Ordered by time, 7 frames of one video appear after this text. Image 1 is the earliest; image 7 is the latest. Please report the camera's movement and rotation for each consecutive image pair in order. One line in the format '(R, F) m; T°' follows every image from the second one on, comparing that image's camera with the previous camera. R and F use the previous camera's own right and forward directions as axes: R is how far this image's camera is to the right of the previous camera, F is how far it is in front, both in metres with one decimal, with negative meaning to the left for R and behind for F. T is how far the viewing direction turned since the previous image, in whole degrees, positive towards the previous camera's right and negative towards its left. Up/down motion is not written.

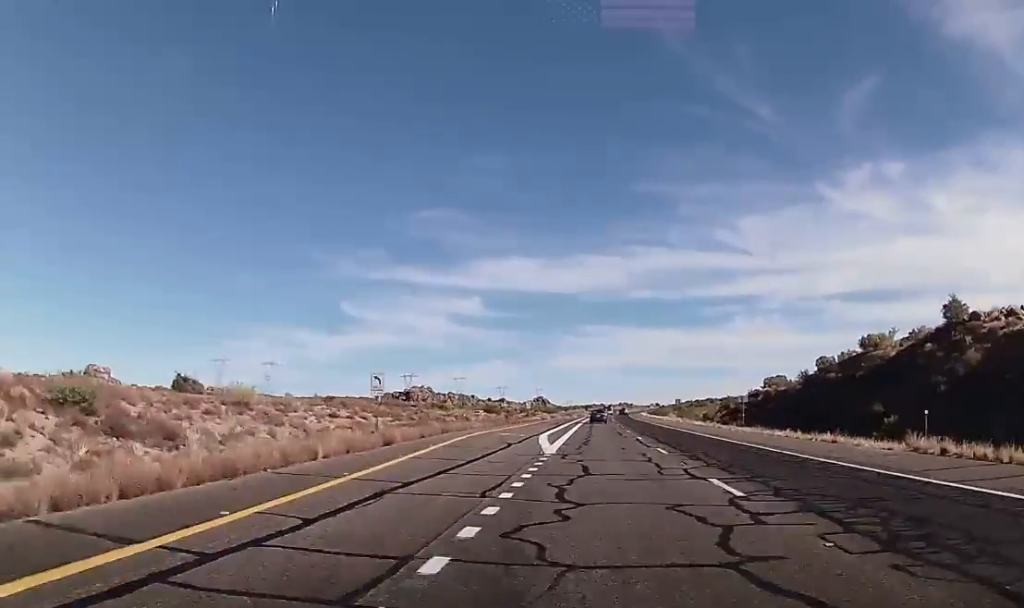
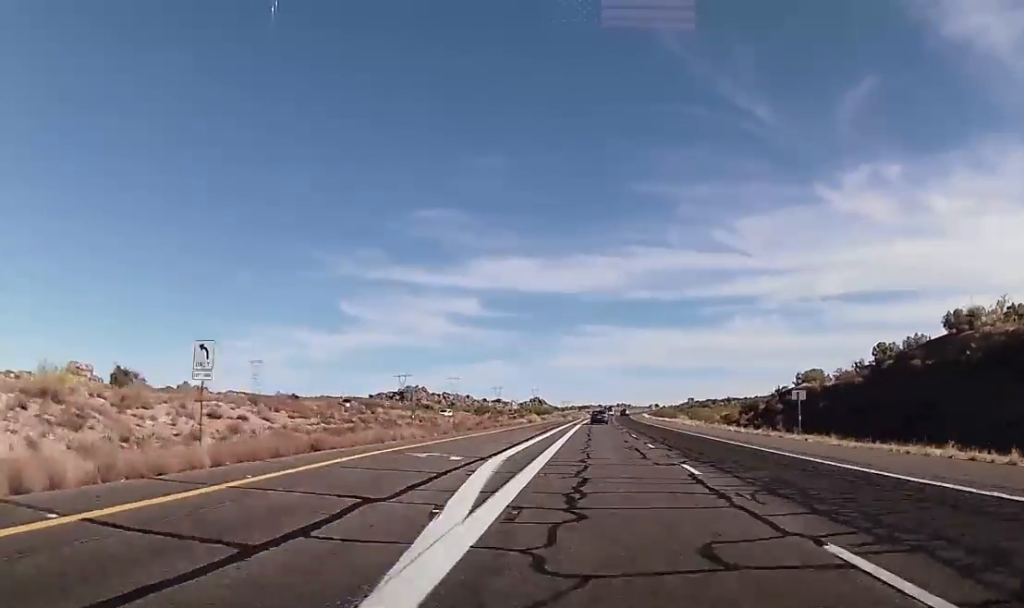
(+0.3, +20.0) m; 0°
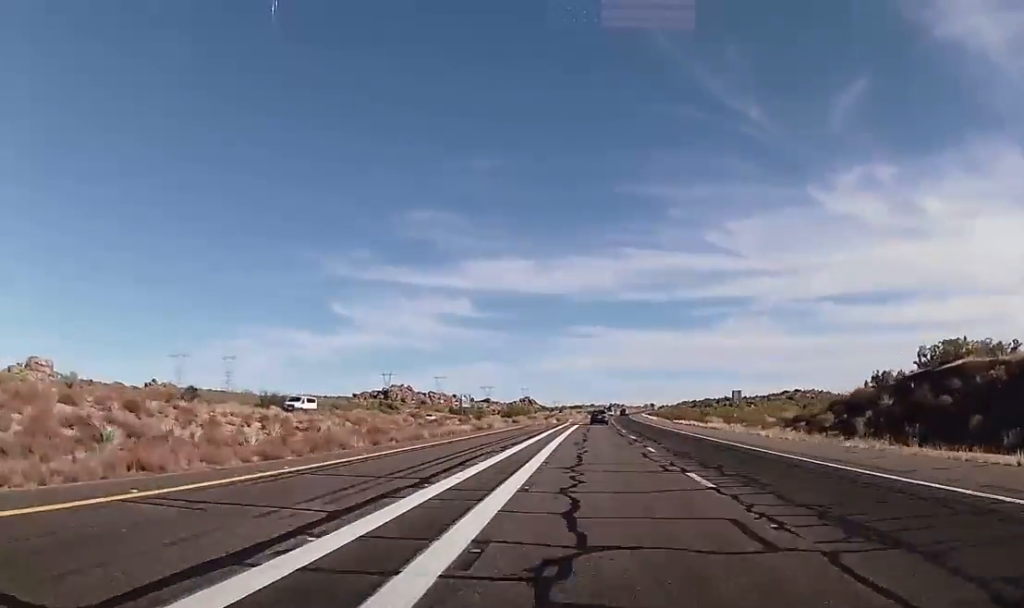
(+0.4, +39.7) m; +1°
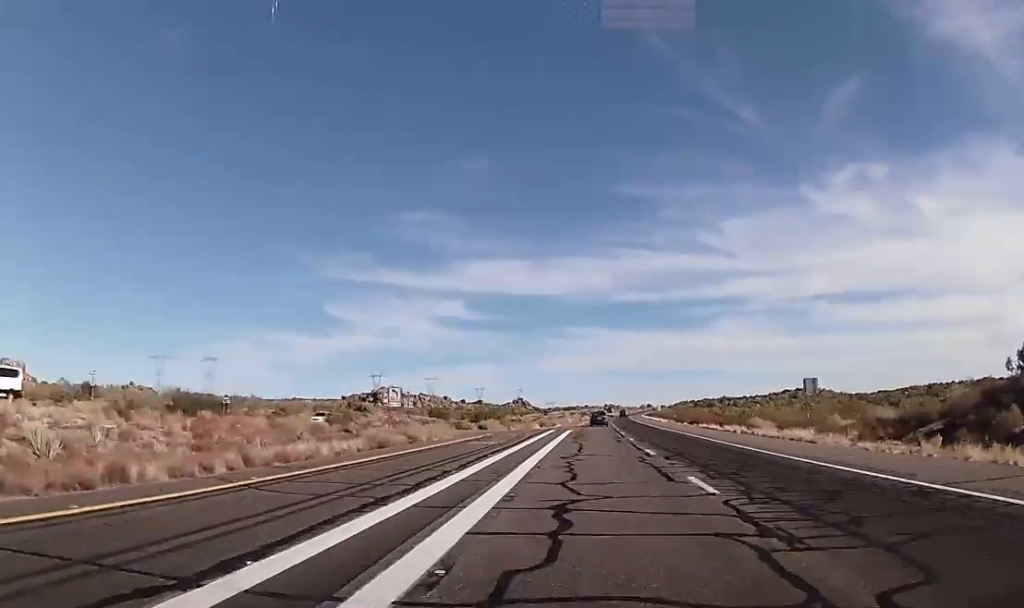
(0.0, +25.8) m; 0°
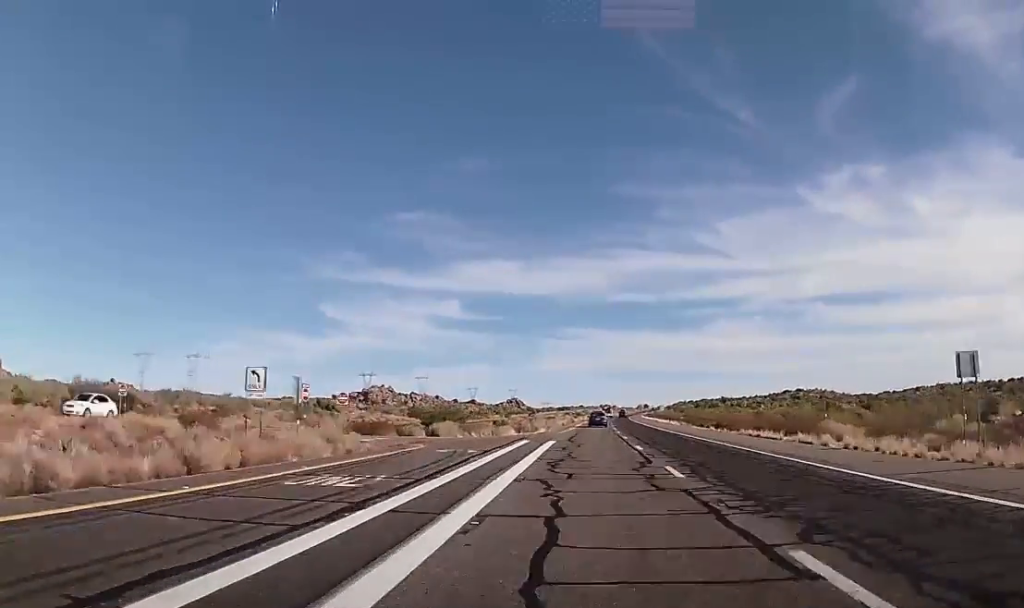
(0.0, +20.6) m; +1°
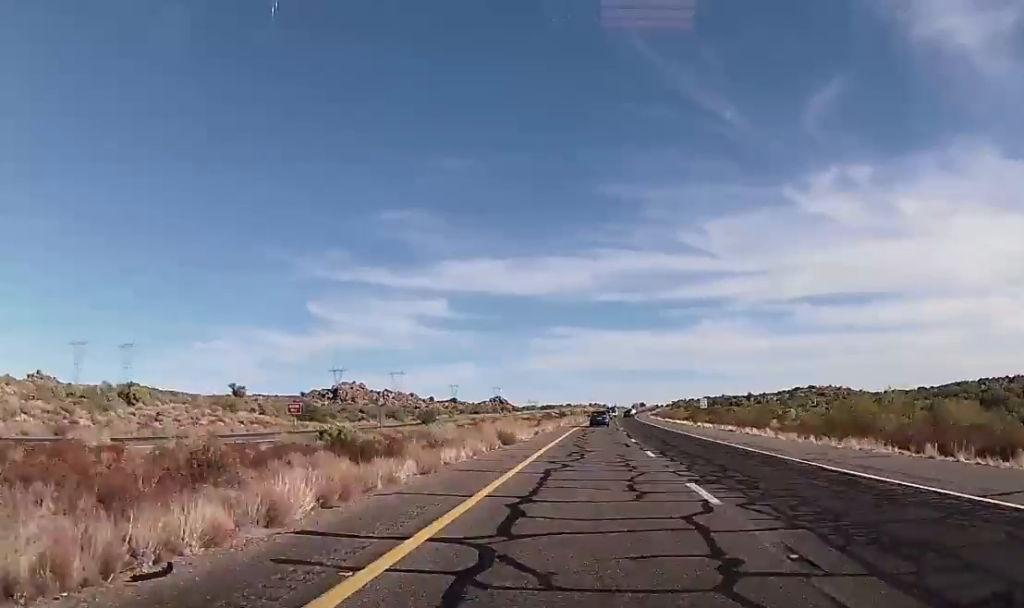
(+0.3, +77.2) m; 0°
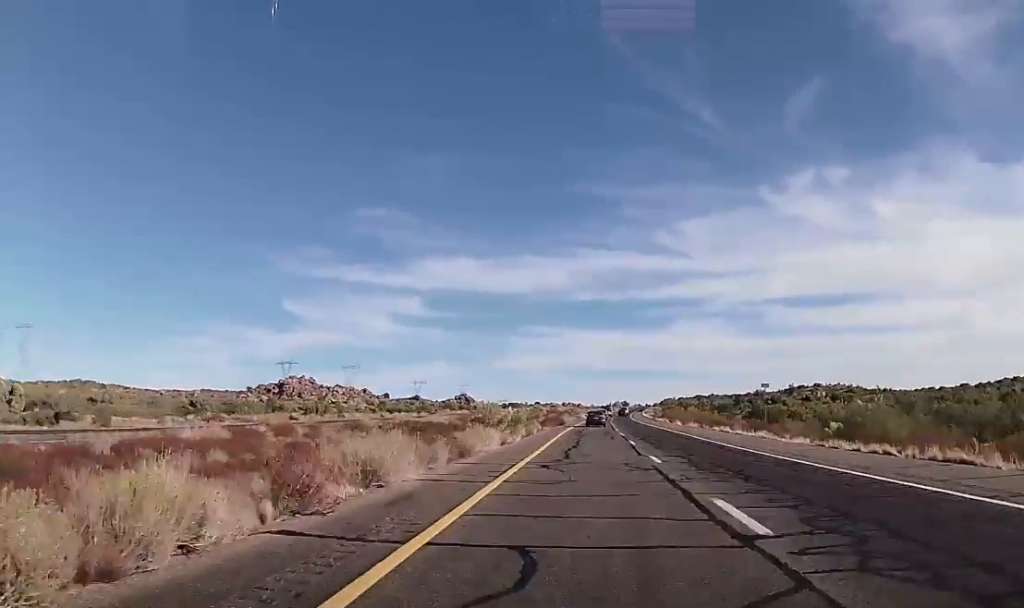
(+1.6, +88.6) m; +1°
